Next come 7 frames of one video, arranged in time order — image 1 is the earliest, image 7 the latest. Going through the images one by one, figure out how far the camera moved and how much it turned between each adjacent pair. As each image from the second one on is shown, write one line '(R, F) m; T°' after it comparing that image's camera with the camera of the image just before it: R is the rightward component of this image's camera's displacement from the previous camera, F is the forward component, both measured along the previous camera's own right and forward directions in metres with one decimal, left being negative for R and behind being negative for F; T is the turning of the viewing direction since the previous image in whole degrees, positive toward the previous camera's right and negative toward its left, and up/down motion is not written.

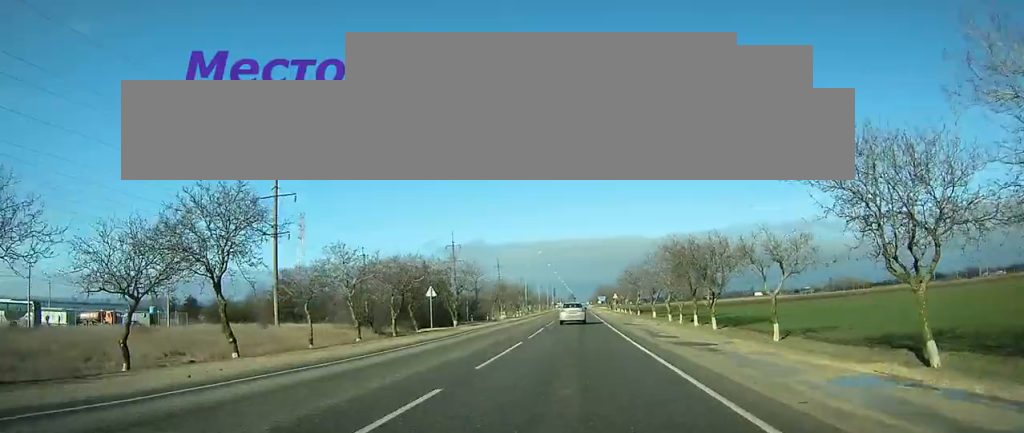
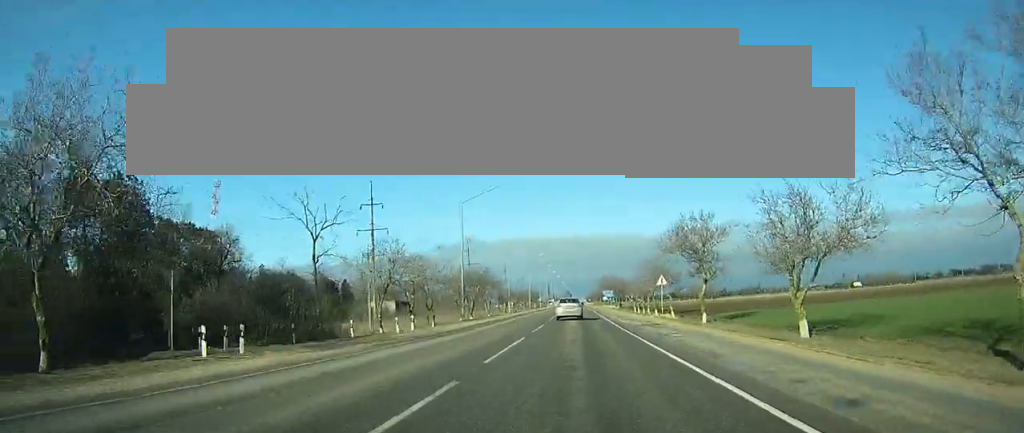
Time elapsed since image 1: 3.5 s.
(+0.2, +61.6) m; +1°
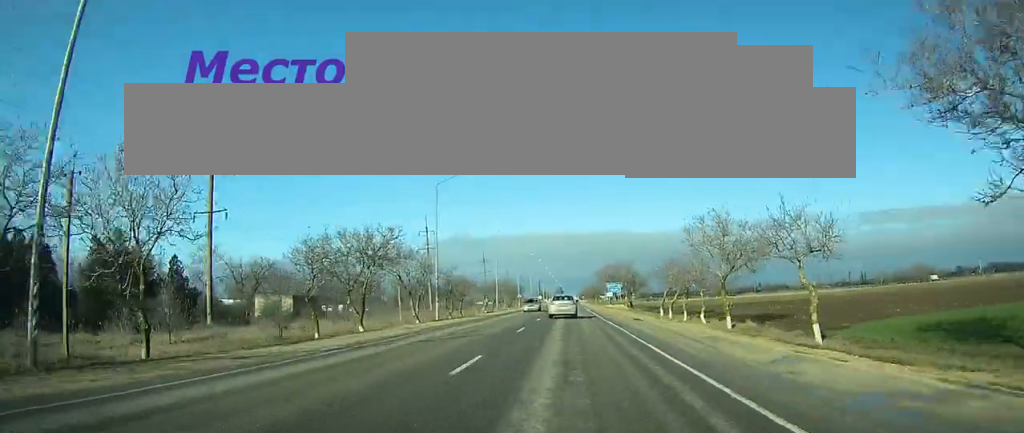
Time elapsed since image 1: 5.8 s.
(+0.3, +43.3) m; +1°
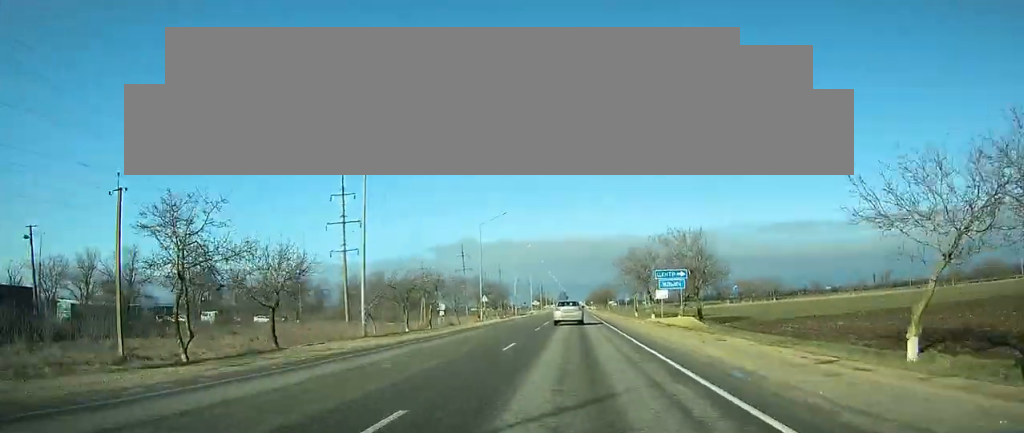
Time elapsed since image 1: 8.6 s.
(+0.1, +55.2) m; 0°
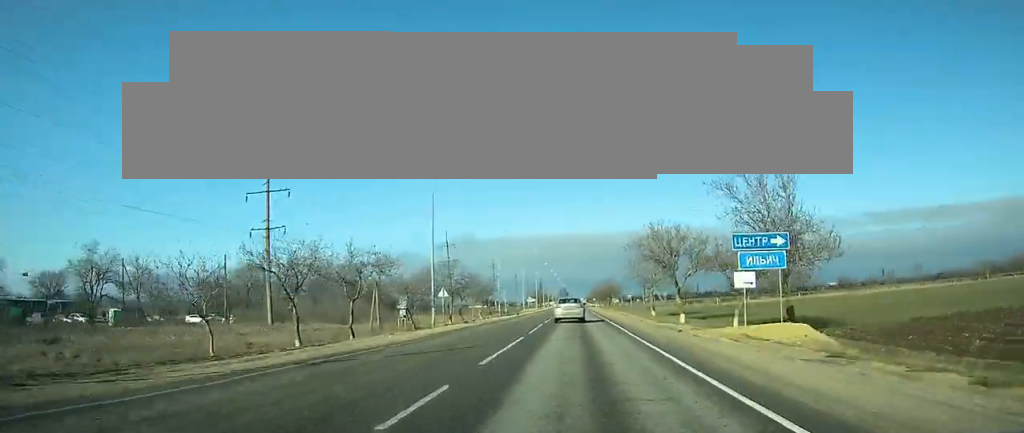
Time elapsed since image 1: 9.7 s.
(0.0, +22.7) m; 0°
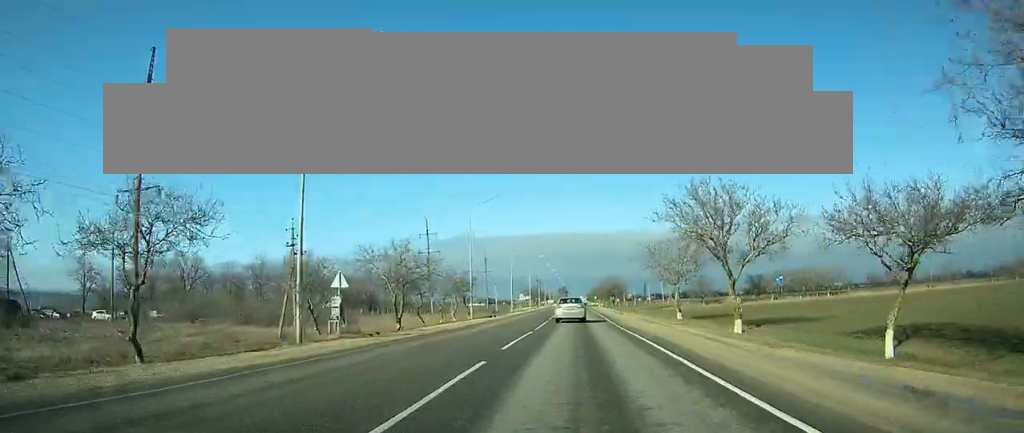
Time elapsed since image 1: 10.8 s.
(0.0, +21.4) m; 0°
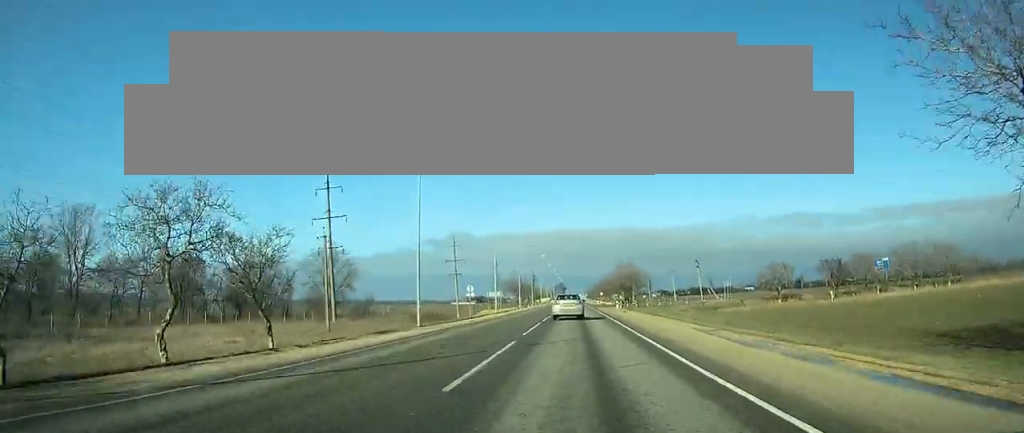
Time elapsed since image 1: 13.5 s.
(+0.3, +55.2) m; 0°
